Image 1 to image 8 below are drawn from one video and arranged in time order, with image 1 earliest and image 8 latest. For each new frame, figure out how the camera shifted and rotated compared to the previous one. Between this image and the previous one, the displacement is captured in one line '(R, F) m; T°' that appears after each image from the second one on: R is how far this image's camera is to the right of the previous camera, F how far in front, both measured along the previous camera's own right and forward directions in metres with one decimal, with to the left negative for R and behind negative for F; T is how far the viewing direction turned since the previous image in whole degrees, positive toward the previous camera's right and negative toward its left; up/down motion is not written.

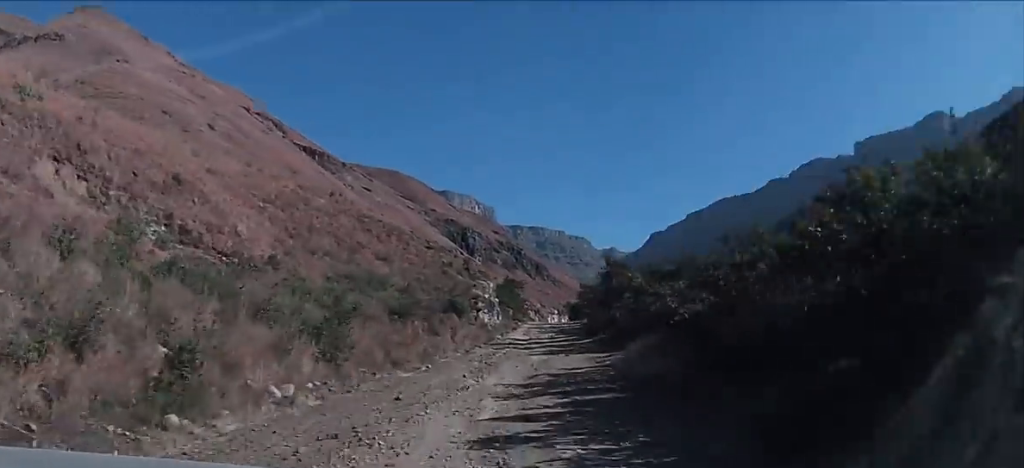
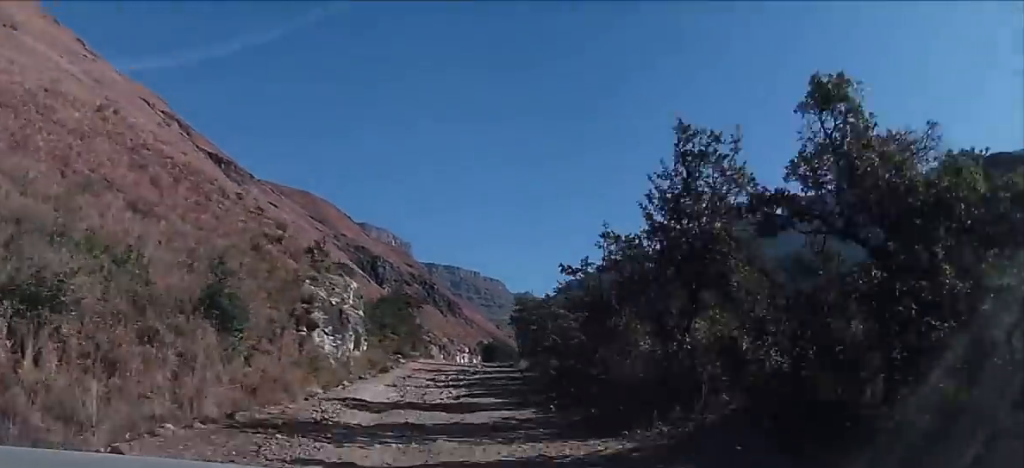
(+2.8, +25.0) m; +6°
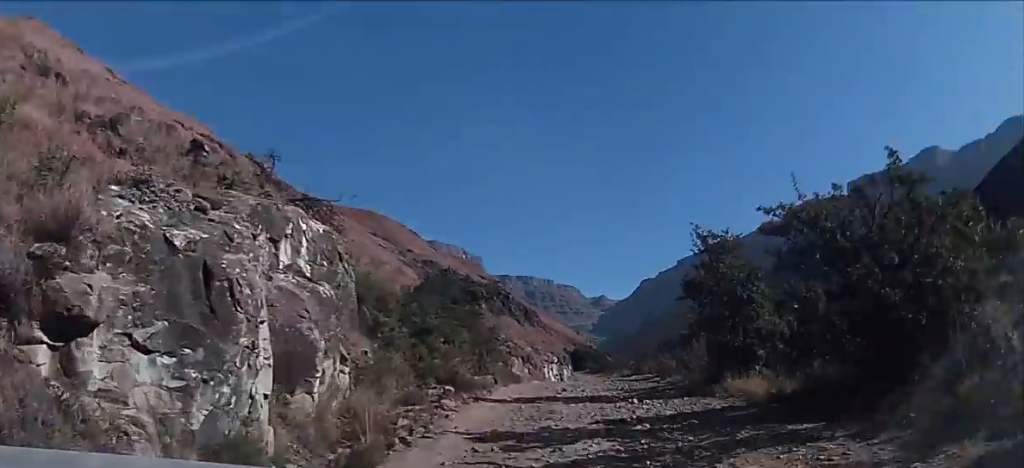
(-0.5, +21.0) m; +2°
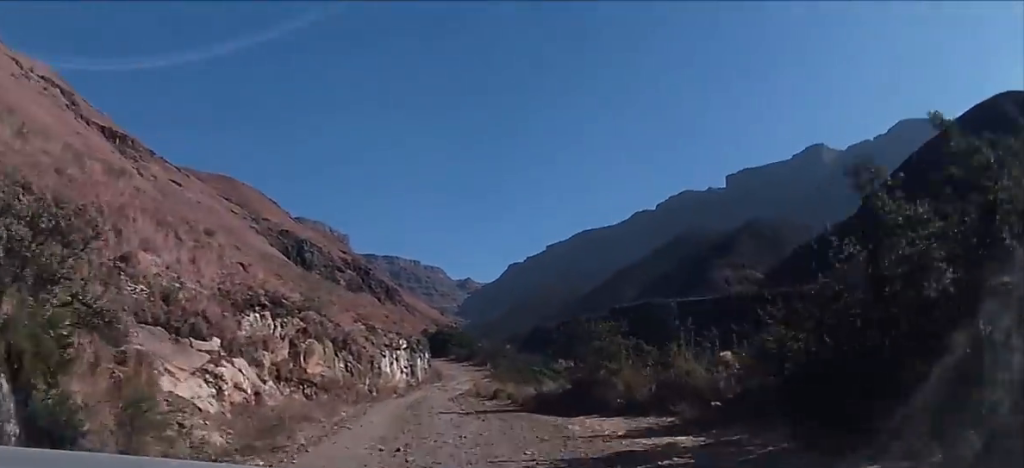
(+2.1, +40.5) m; +3°
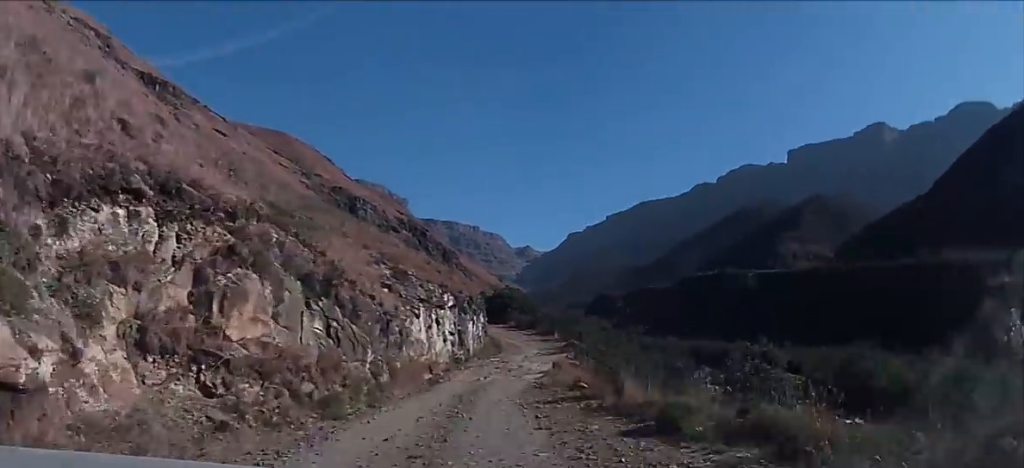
(-0.9, +19.2) m; +1°
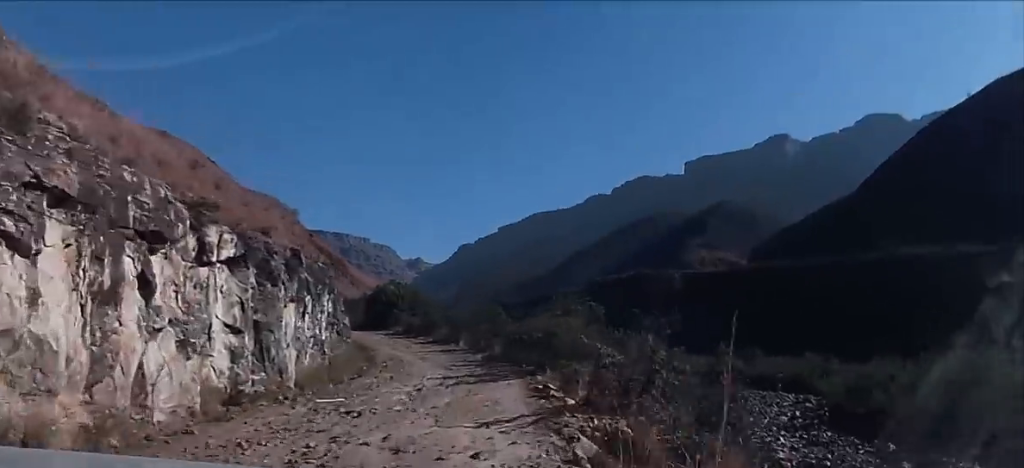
(+0.8, +25.5) m; 0°
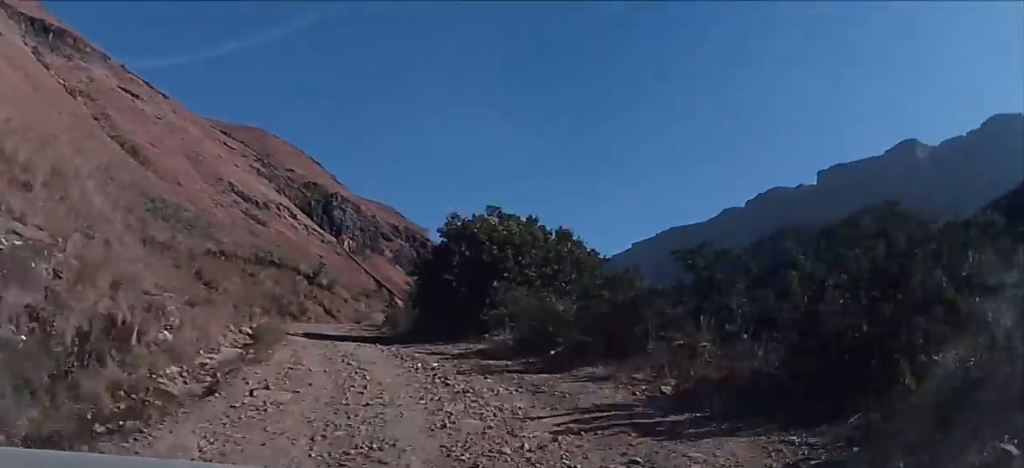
(-5.2, +55.2) m; -15°
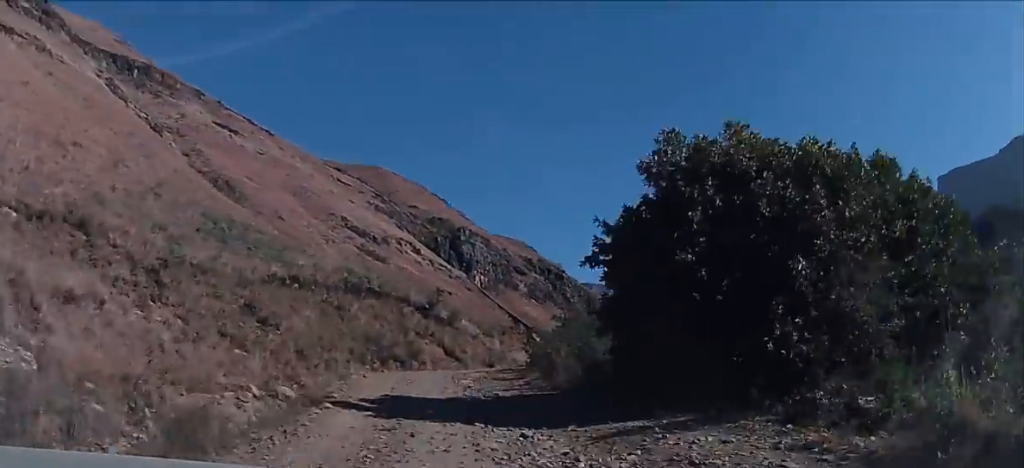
(-1.9, +18.0) m; -4°
